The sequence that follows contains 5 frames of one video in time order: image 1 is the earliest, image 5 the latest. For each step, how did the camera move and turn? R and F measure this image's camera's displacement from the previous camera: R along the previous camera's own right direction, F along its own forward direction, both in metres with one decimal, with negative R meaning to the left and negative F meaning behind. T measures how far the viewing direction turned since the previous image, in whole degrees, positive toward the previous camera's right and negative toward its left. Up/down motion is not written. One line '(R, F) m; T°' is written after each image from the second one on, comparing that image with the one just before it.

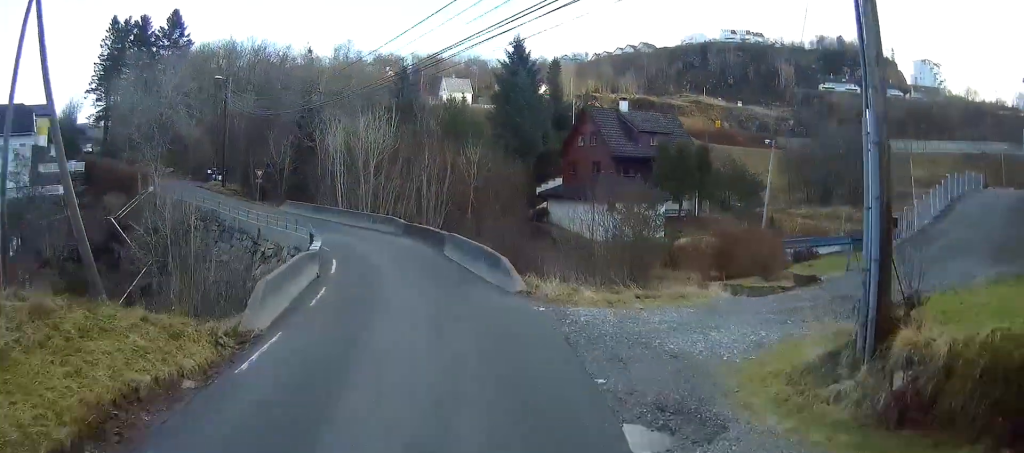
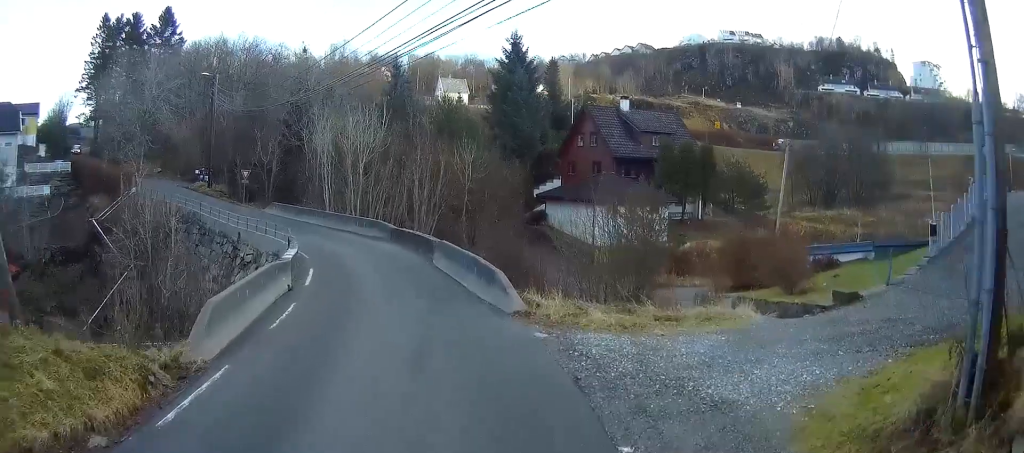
(0.0, +3.1) m; +2°
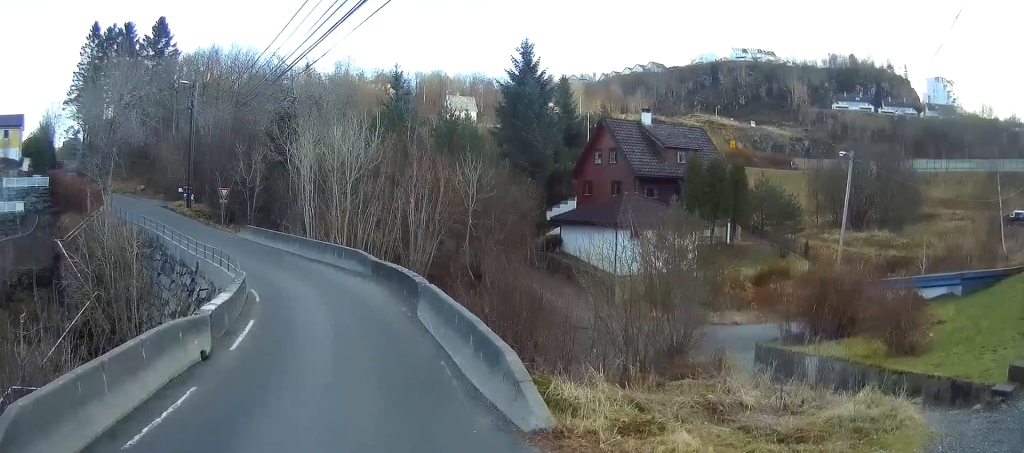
(+0.3, +10.4) m; +1°
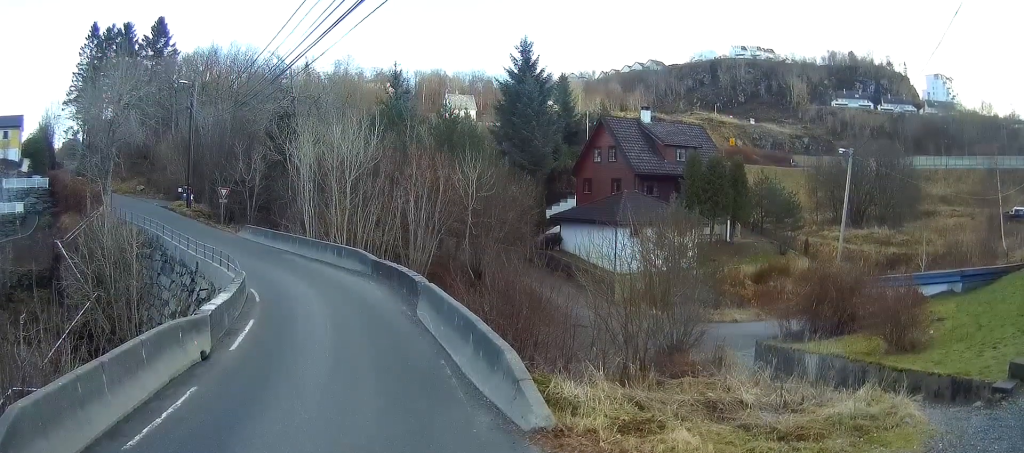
(0.0, 0.0) m; 0°
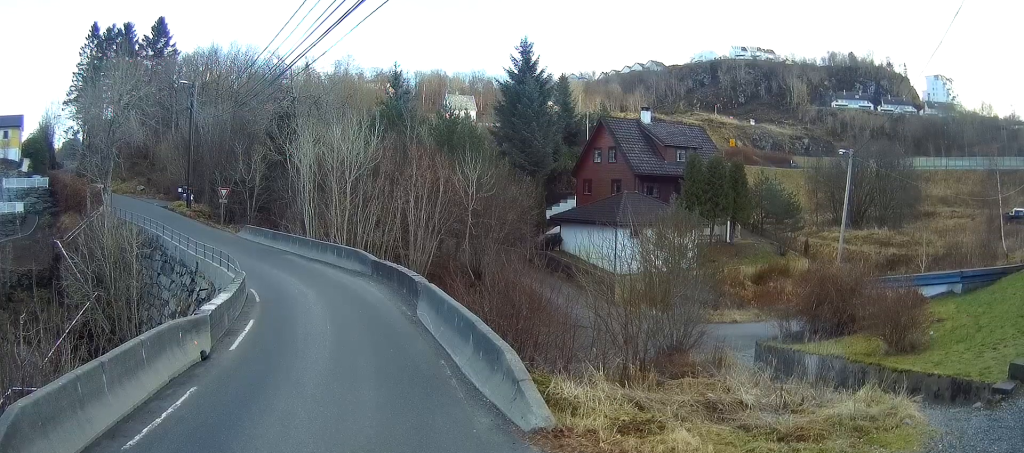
(0.0, 0.0) m; 0°
